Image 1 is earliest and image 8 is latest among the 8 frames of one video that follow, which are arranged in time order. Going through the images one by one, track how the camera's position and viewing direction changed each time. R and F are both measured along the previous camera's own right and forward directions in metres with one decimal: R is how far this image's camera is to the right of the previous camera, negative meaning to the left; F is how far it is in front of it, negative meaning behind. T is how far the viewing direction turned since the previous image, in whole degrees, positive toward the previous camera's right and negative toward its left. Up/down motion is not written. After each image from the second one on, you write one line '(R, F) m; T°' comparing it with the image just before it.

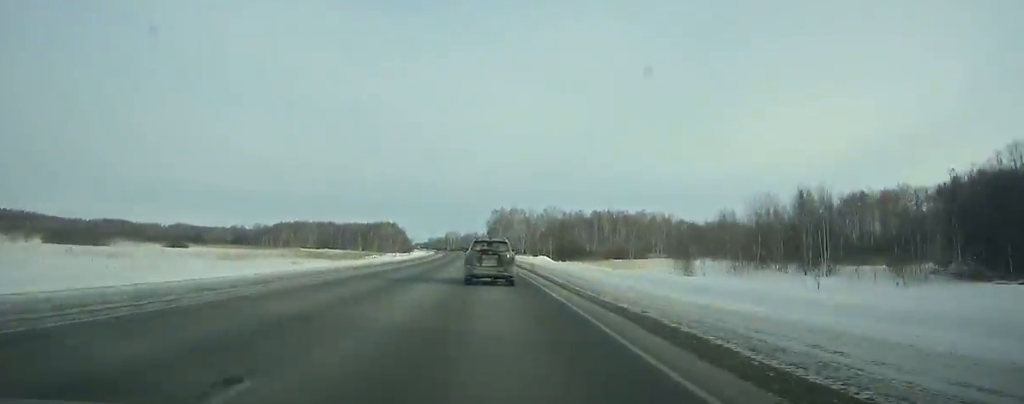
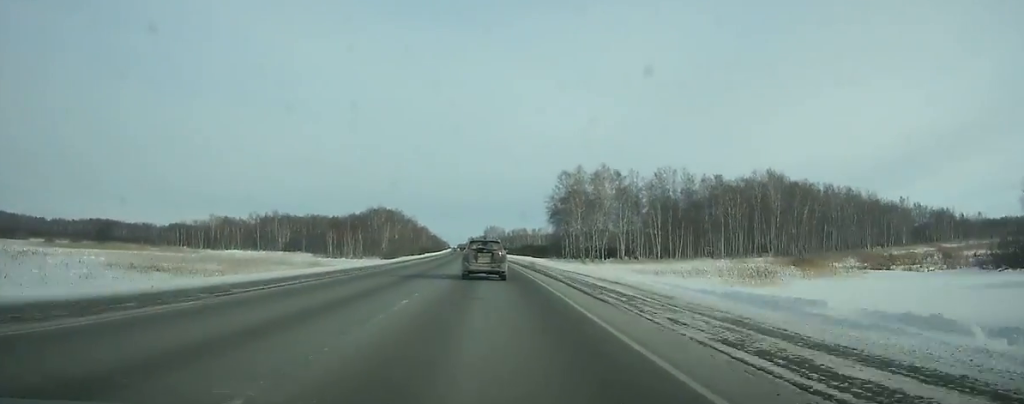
(-4.6, +145.3) m; -4°
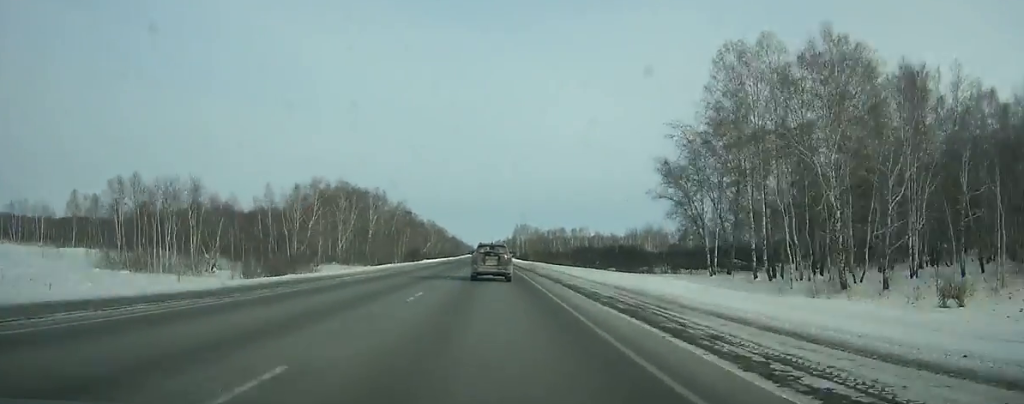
(-2.0, +94.8) m; -2°
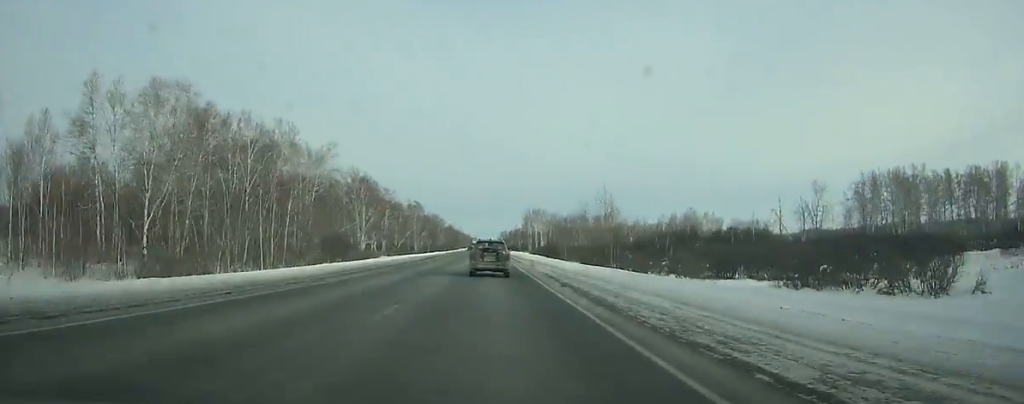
(-0.6, +77.3) m; -1°
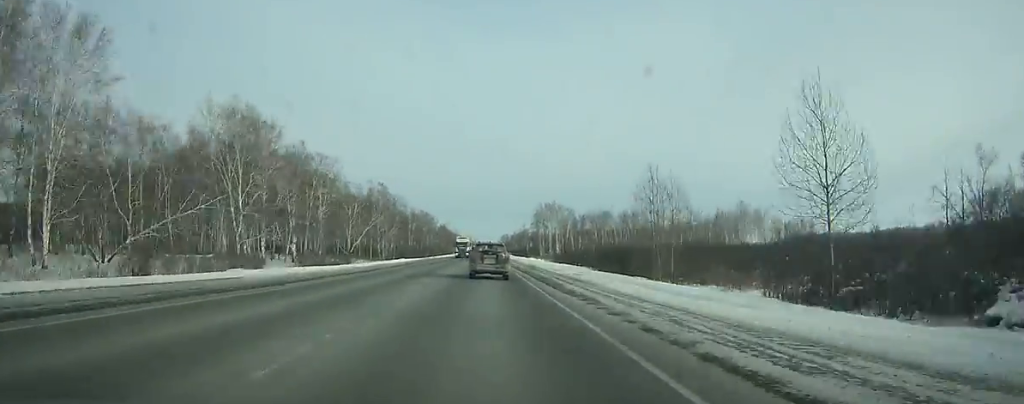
(-0.2, +64.8) m; 0°
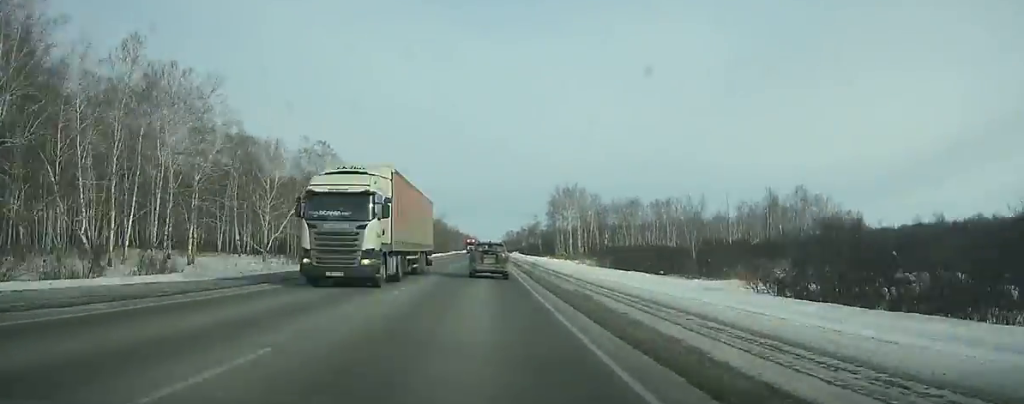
(-0.1, +49.4) m; 0°
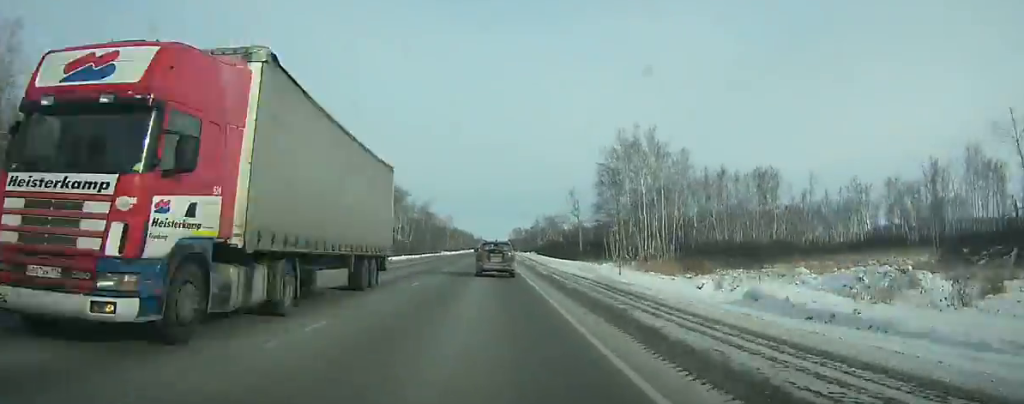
(-0.4, +81.0) m; 0°
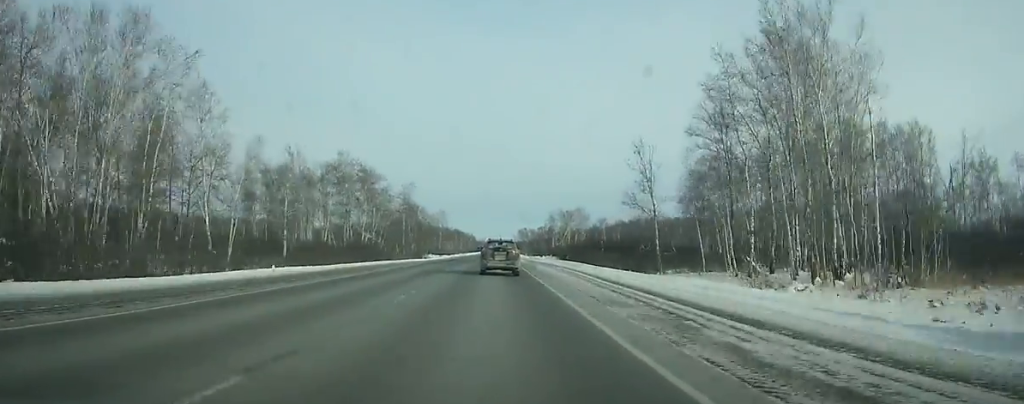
(-0.2, +52.4) m; 0°
